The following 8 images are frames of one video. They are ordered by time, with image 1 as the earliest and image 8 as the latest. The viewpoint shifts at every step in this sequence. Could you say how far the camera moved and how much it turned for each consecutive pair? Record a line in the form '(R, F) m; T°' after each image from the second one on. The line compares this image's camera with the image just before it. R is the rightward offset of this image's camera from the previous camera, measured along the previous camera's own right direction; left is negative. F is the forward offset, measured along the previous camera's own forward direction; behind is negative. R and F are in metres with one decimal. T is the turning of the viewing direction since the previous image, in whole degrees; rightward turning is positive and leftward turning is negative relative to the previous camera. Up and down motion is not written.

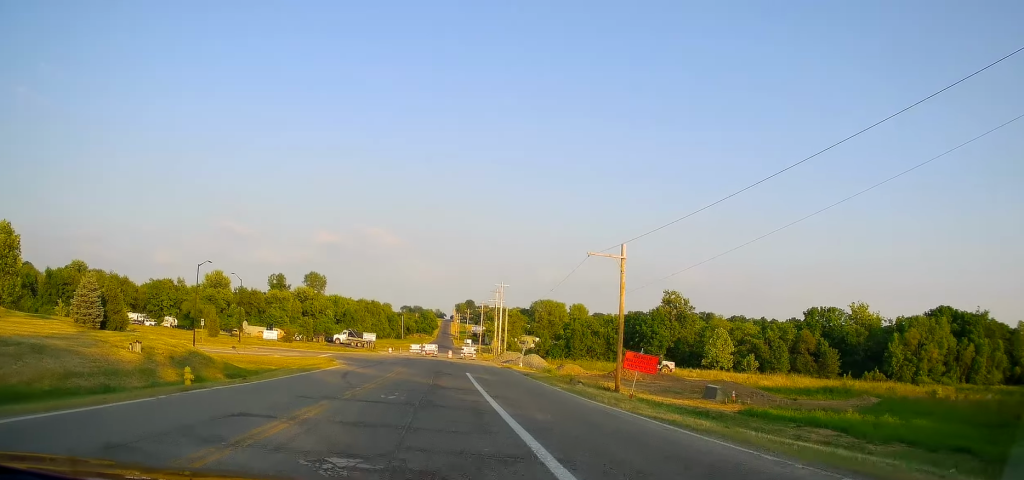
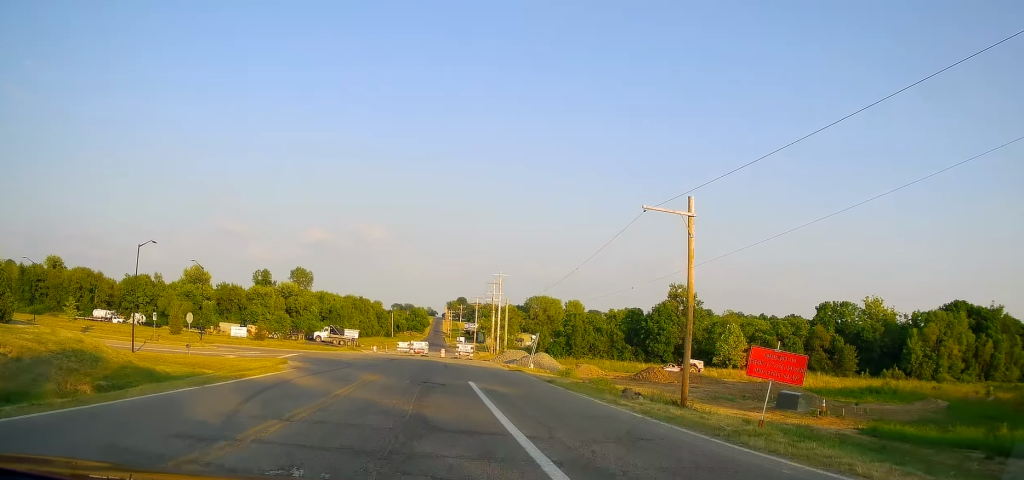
(+0.1, +11.3) m; +2°
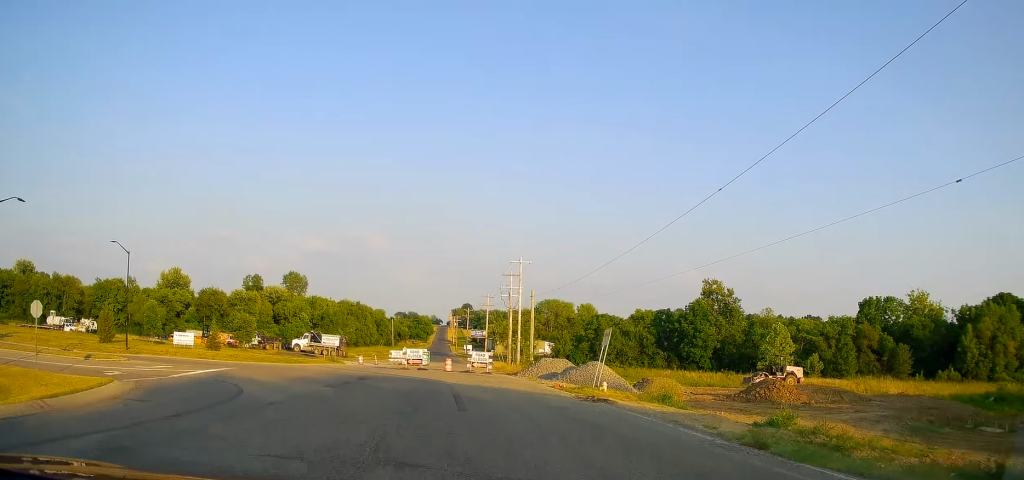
(+1.4, +19.3) m; +2°
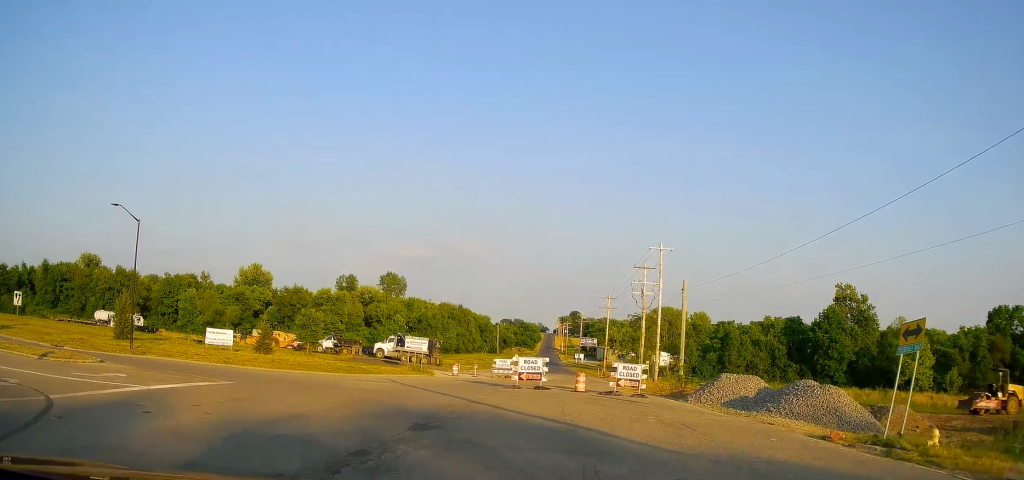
(-1.8, +15.1) m; -19°
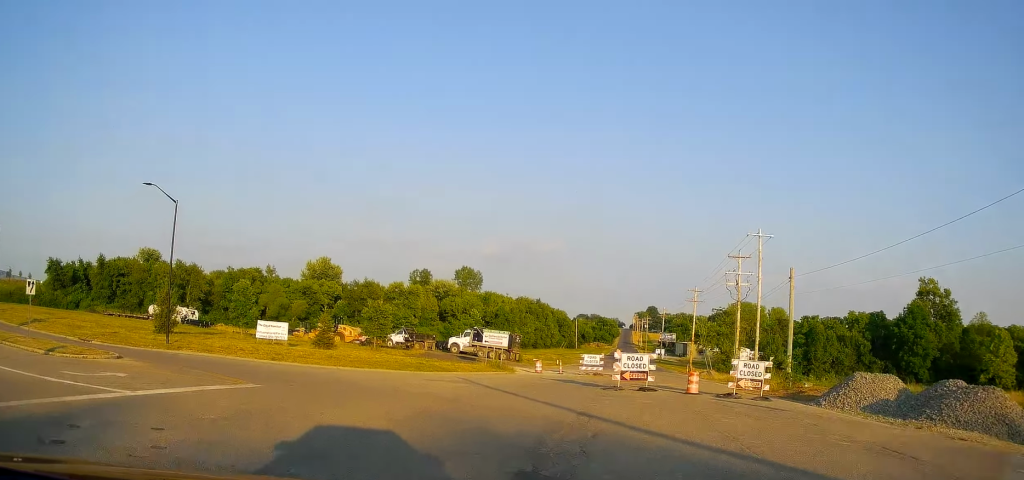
(-0.7, +5.2) m; -7°
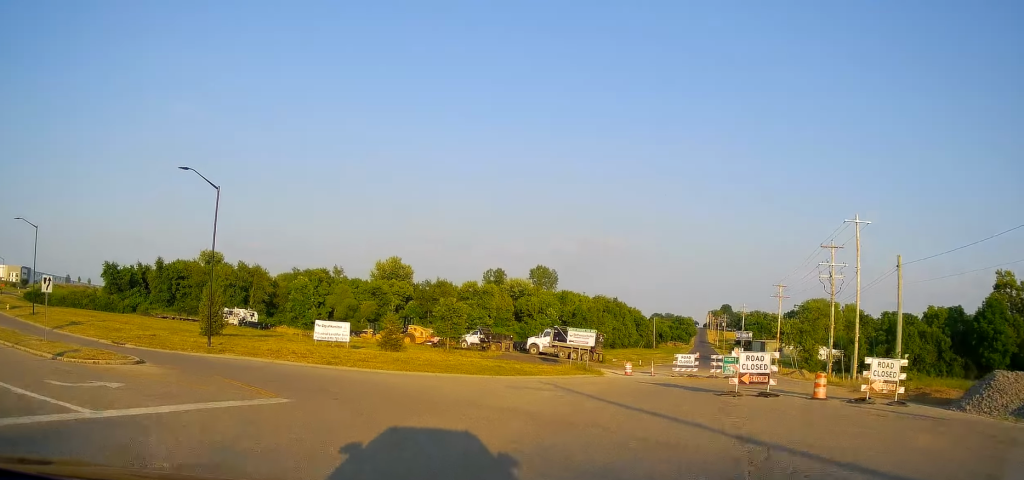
(0.0, +4.5) m; -6°
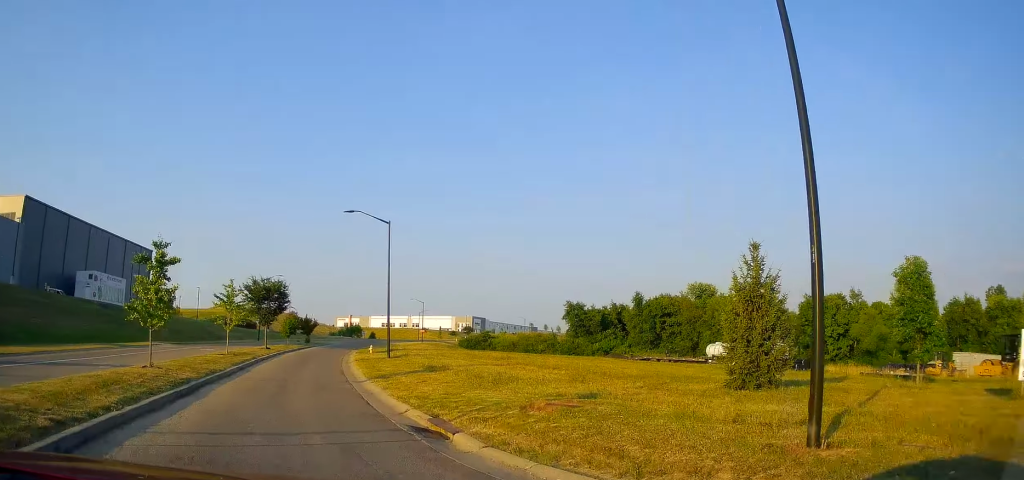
(-15.8, +19.3) m; -62°
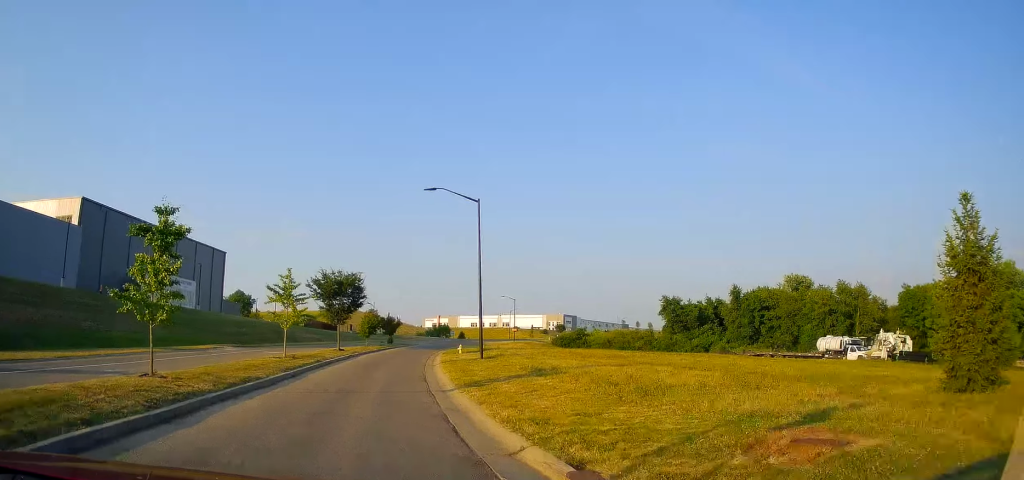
(-0.3, +6.0) m; +2°
